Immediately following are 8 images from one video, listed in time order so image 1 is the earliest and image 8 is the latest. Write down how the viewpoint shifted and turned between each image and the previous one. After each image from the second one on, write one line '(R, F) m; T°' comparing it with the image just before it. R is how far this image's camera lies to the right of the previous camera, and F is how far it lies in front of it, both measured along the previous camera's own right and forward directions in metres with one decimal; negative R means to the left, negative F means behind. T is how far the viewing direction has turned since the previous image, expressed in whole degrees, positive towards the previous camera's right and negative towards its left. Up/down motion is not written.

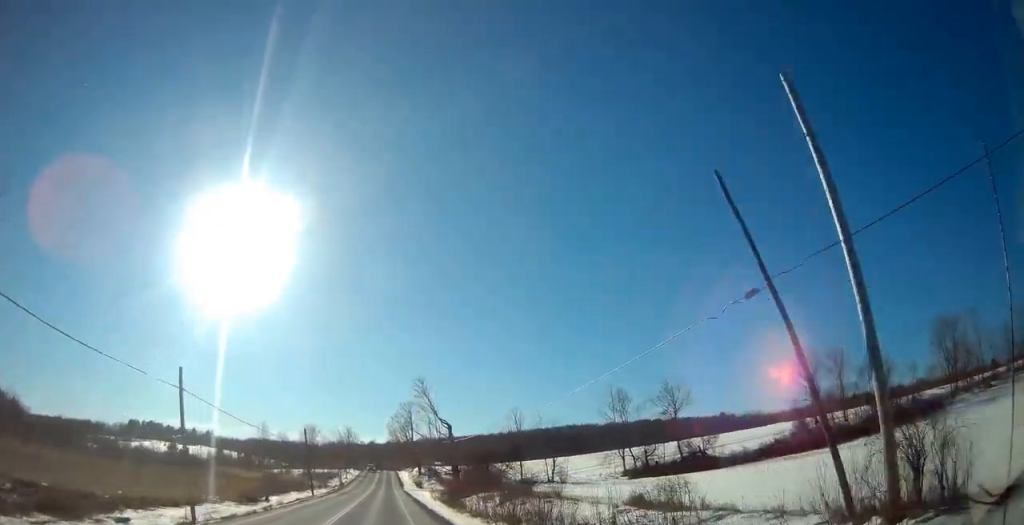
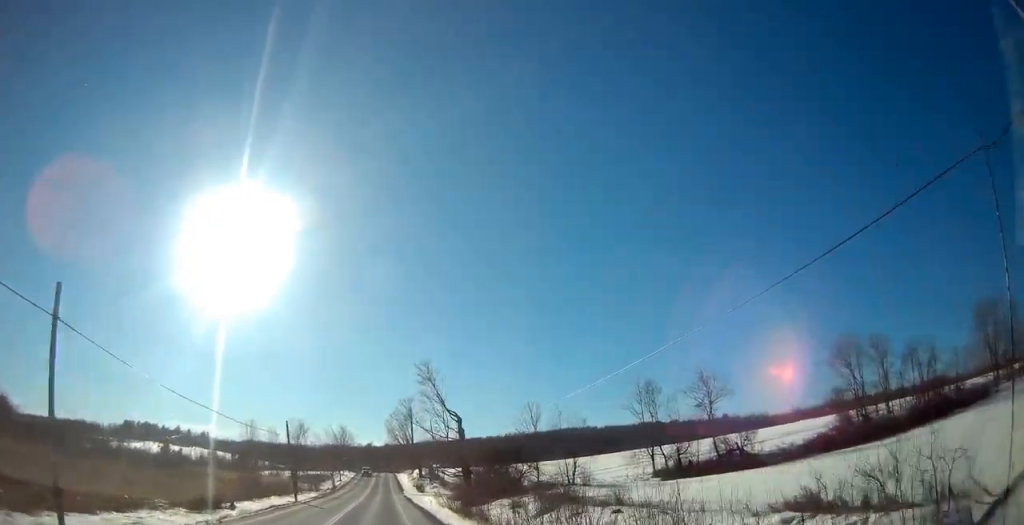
(0.0, +10.3) m; 0°
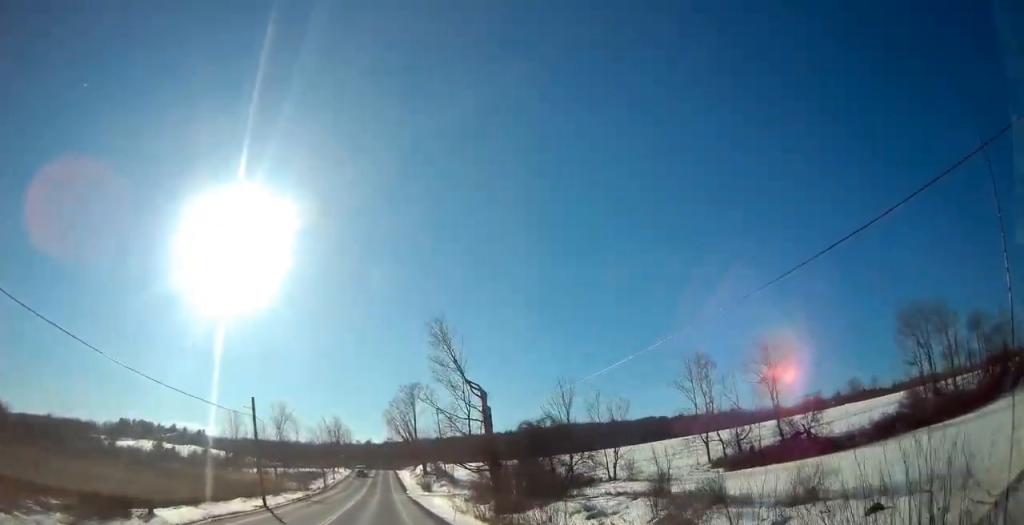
(0.0, +13.6) m; 0°
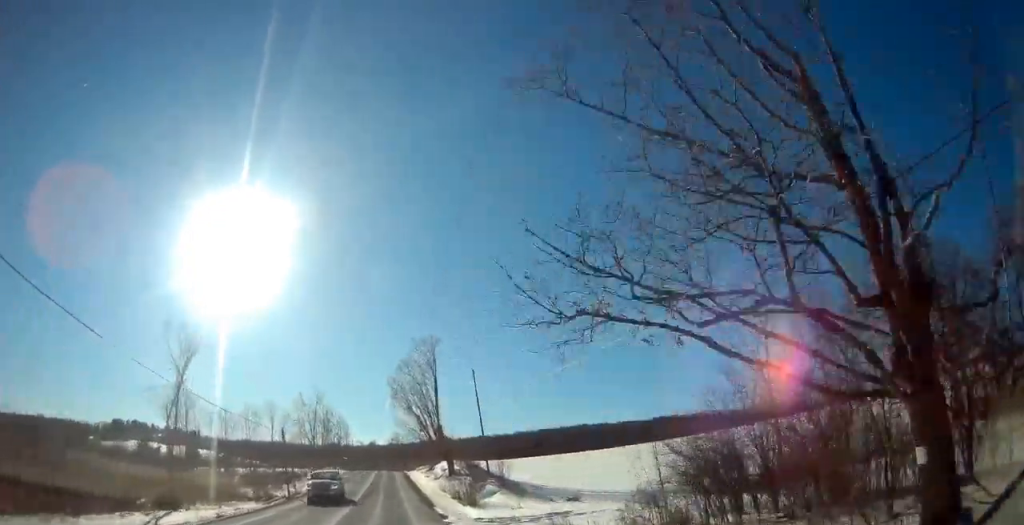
(0.0, +33.0) m; 0°
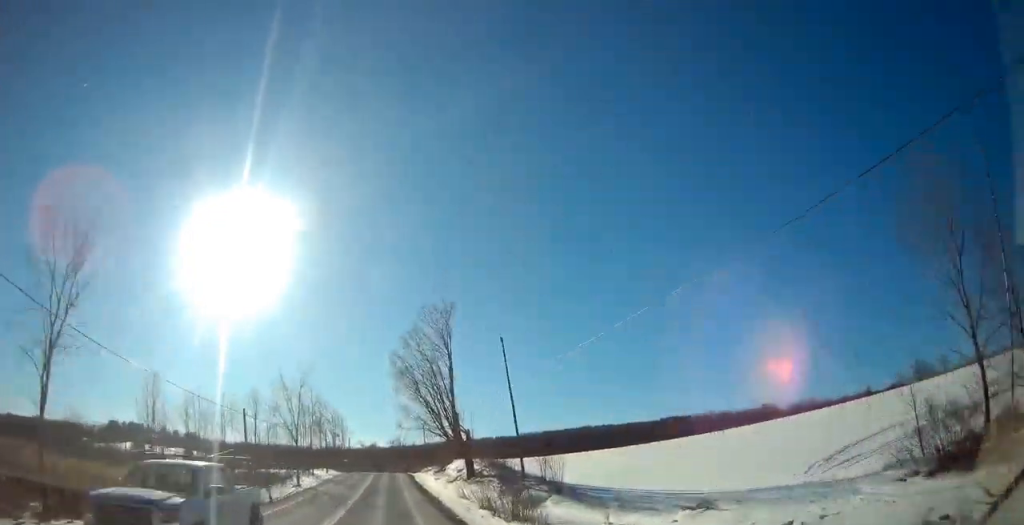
(0.0, +13.4) m; 0°
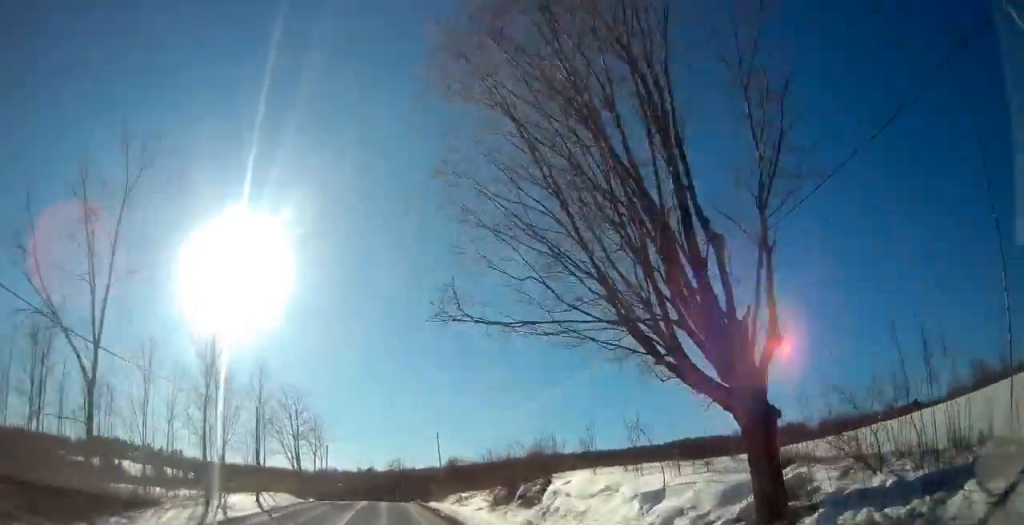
(-0.1, +39.8) m; 0°
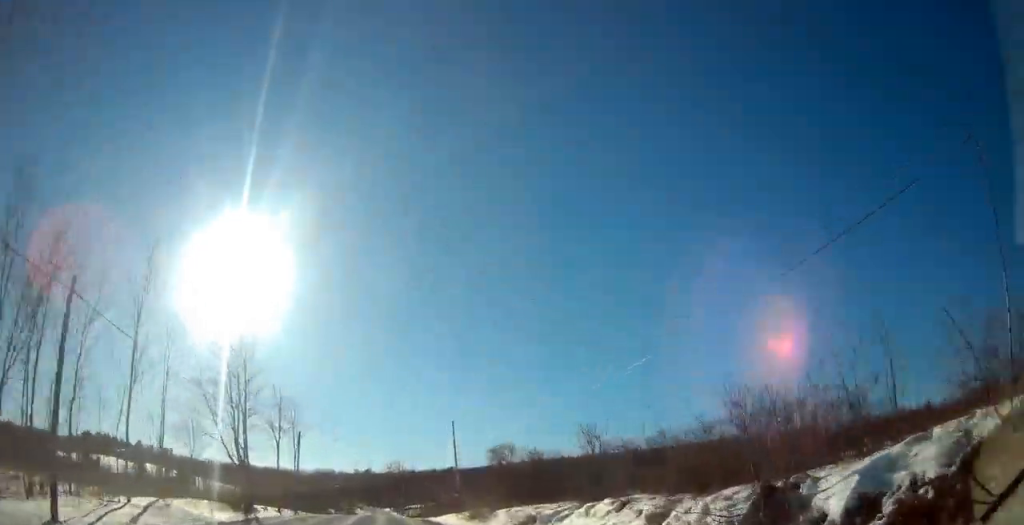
(+0.1, +22.6) m; +1°
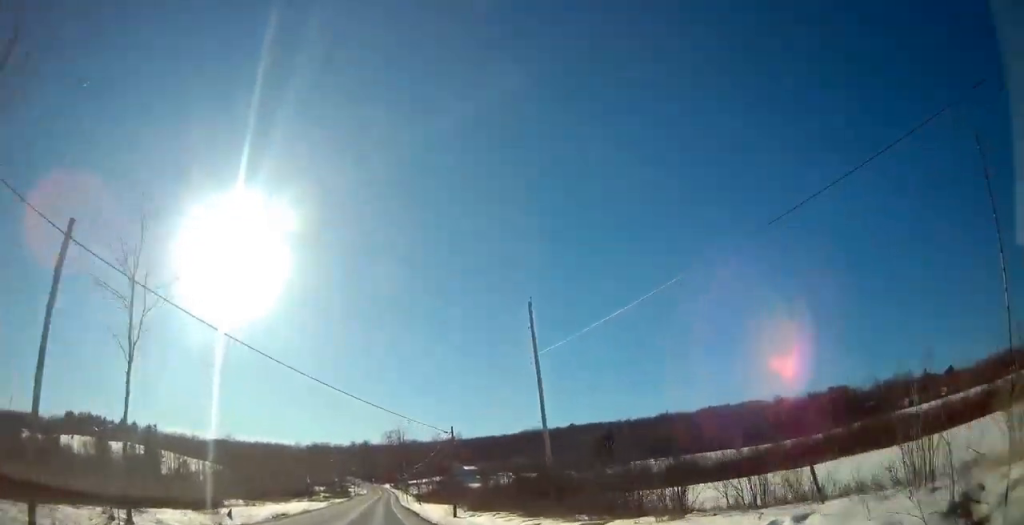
(+0.1, +39.2) m; 0°
